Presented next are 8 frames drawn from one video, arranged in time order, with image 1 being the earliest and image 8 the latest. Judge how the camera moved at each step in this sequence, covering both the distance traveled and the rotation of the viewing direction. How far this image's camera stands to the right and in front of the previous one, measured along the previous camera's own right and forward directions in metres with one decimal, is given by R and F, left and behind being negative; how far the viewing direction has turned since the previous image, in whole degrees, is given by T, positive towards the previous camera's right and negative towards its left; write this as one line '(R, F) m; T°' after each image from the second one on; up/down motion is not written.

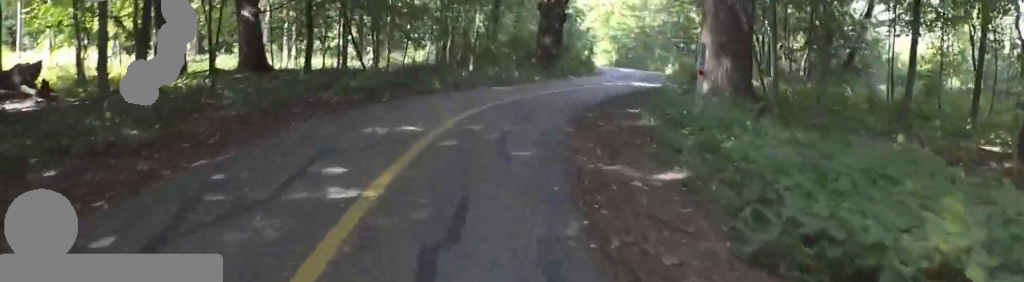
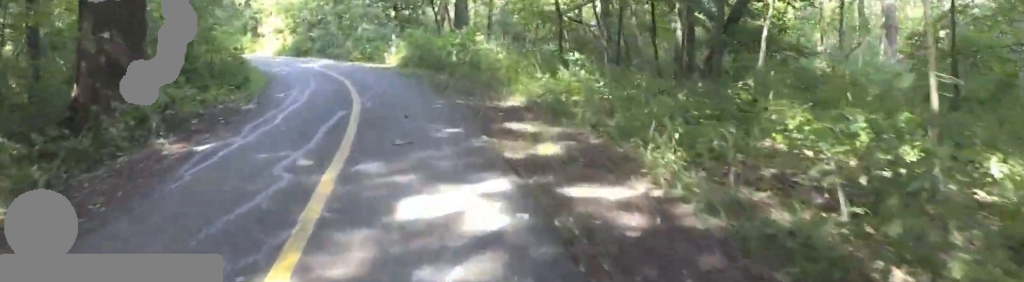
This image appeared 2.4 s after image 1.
(+2.6, +11.4) m; +25°
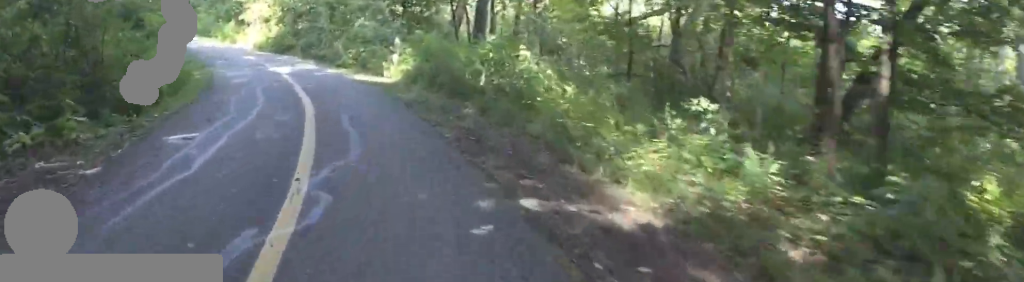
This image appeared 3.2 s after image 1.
(-0.4, +4.5) m; -4°
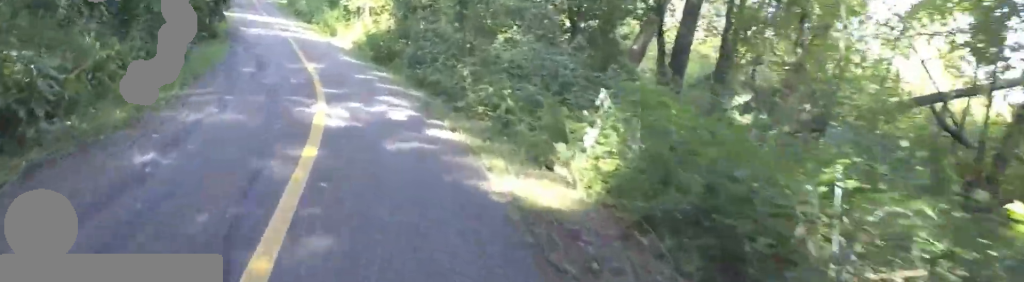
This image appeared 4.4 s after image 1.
(-0.2, +7.1) m; -10°
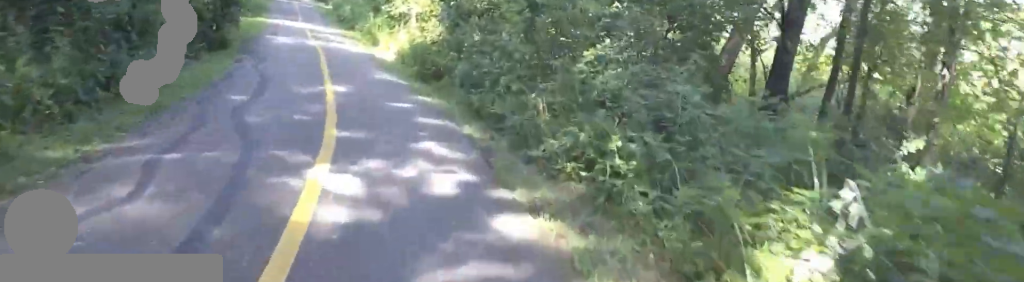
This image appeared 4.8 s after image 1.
(-0.4, +2.4) m; -3°
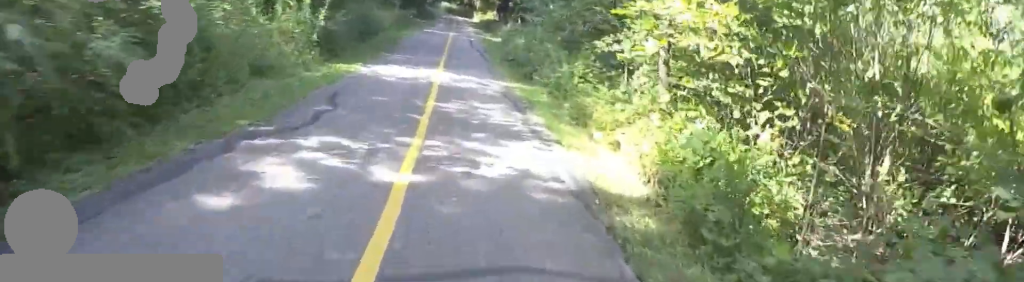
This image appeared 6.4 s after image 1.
(-0.5, +9.6) m; +1°
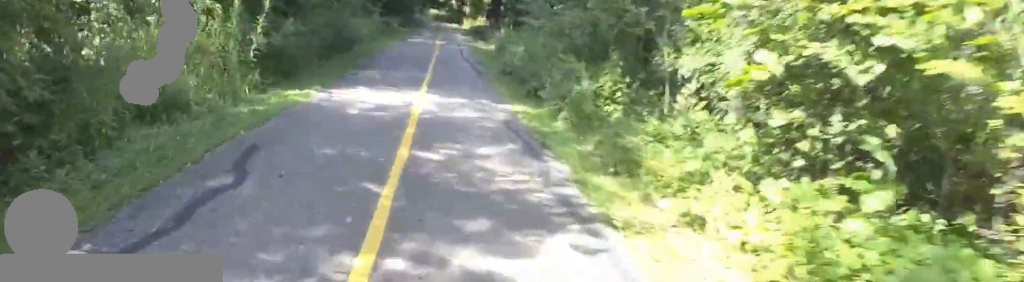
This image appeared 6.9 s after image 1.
(+0.2, +2.8) m; -5°
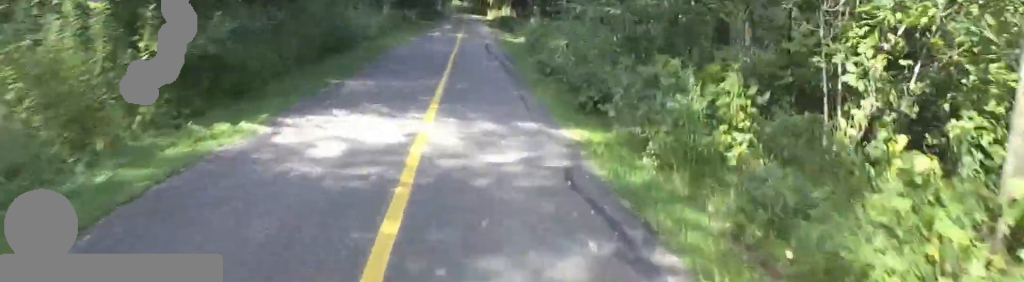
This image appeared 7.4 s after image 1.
(+0.6, +3.3) m; -6°
